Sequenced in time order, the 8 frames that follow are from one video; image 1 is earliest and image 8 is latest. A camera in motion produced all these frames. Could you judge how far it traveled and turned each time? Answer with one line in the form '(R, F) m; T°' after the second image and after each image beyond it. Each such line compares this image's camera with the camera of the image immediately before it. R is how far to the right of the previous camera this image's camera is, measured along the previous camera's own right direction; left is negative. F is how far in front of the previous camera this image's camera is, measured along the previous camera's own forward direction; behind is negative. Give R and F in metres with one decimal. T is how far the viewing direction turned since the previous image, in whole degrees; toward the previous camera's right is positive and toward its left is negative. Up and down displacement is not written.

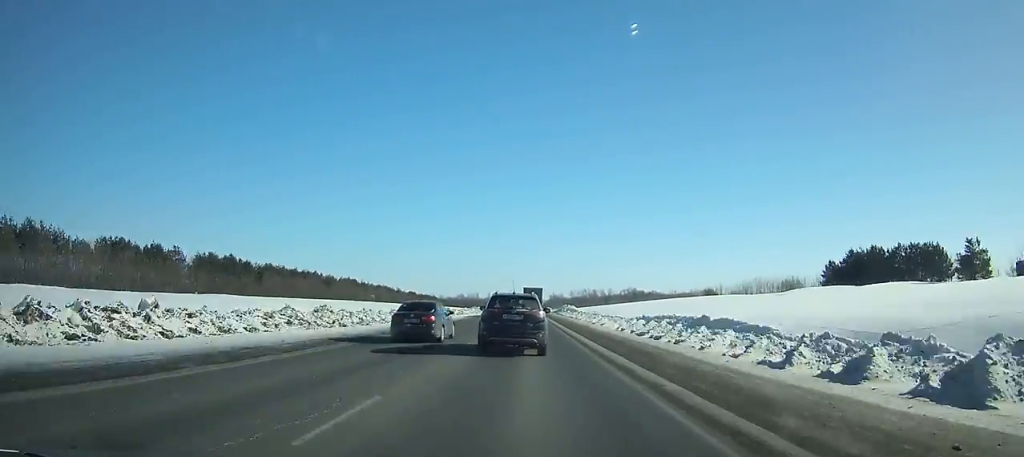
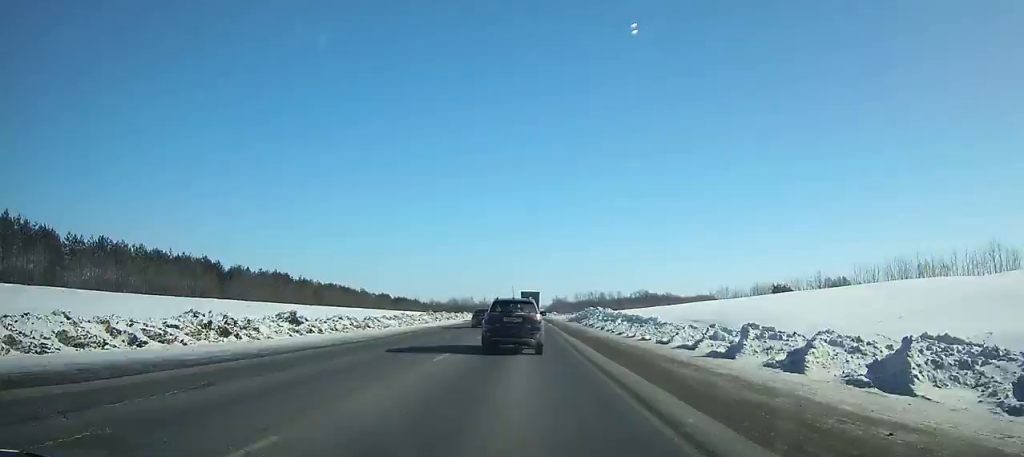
(-0.3, +63.3) m; 0°
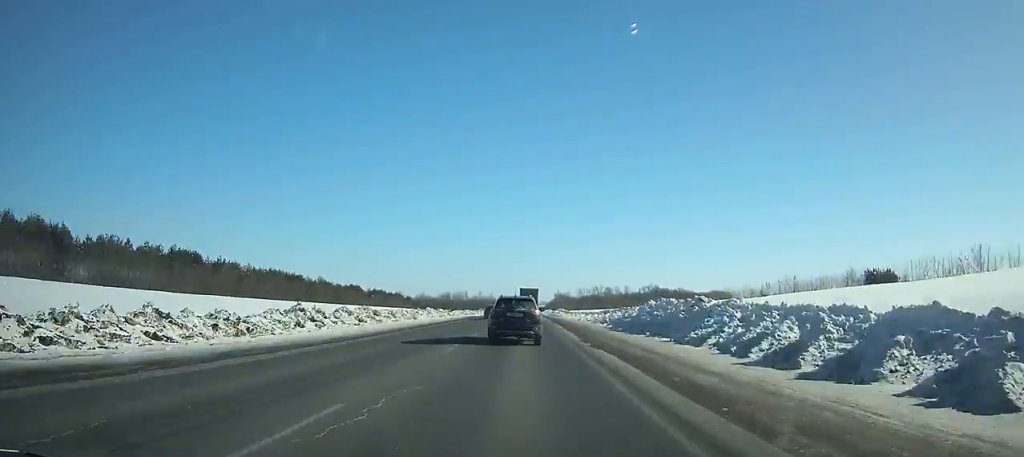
(0.0, +47.1) m; 0°
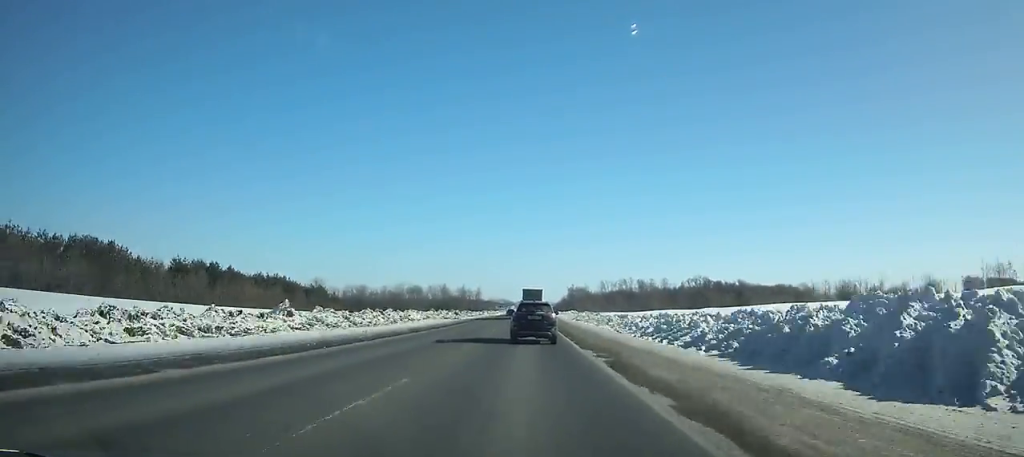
(+0.1, +137.6) m; 0°
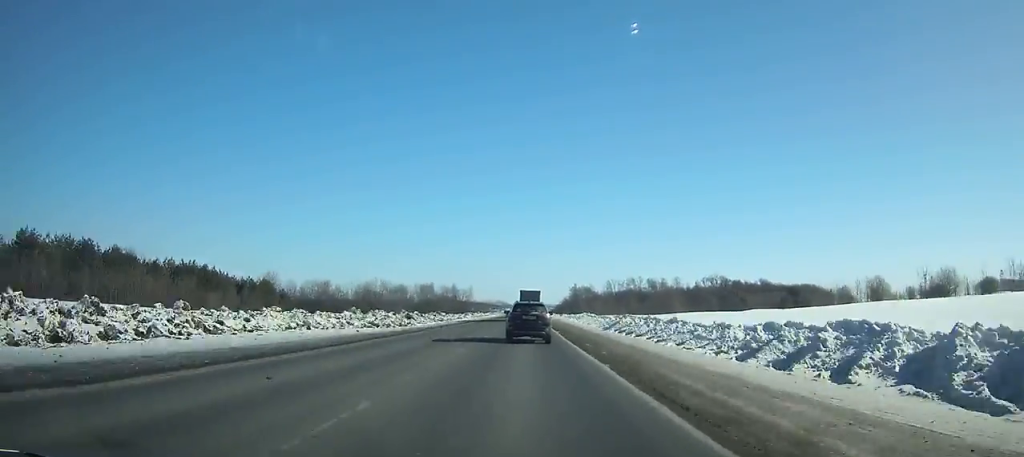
(0.0, +37.4) m; 0°
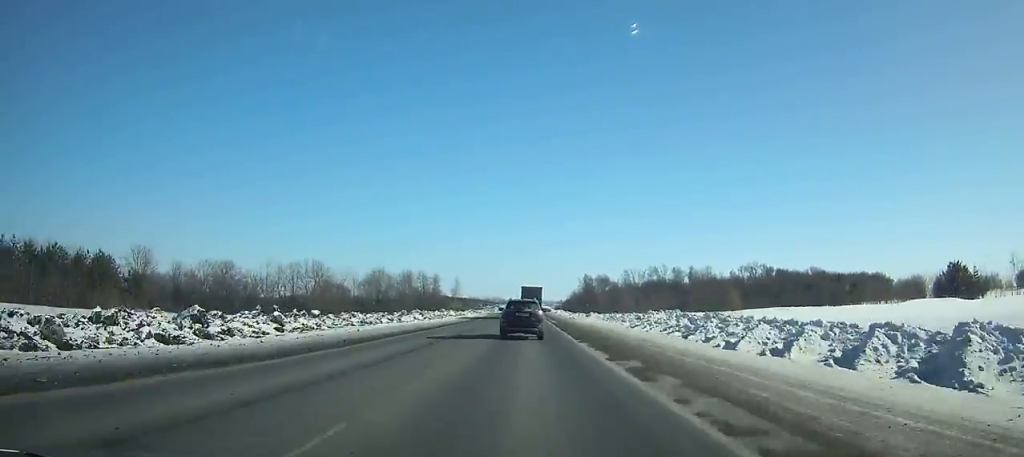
(0.0, +61.2) m; 0°
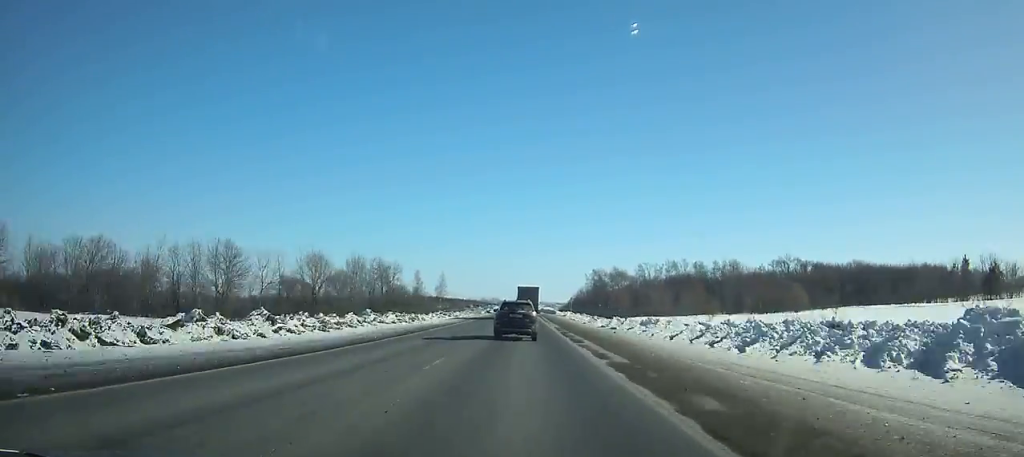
(+0.2, +38.8) m; 0°
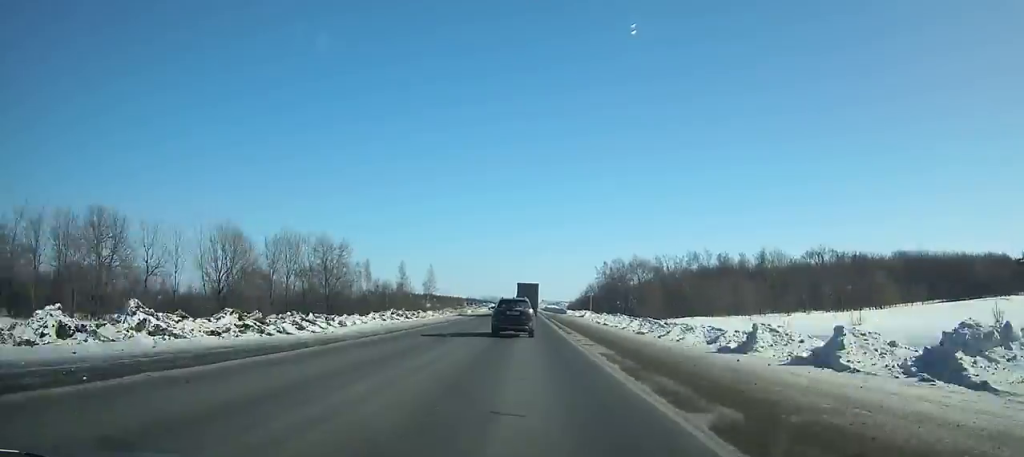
(0.0, +30.0) m; 0°
